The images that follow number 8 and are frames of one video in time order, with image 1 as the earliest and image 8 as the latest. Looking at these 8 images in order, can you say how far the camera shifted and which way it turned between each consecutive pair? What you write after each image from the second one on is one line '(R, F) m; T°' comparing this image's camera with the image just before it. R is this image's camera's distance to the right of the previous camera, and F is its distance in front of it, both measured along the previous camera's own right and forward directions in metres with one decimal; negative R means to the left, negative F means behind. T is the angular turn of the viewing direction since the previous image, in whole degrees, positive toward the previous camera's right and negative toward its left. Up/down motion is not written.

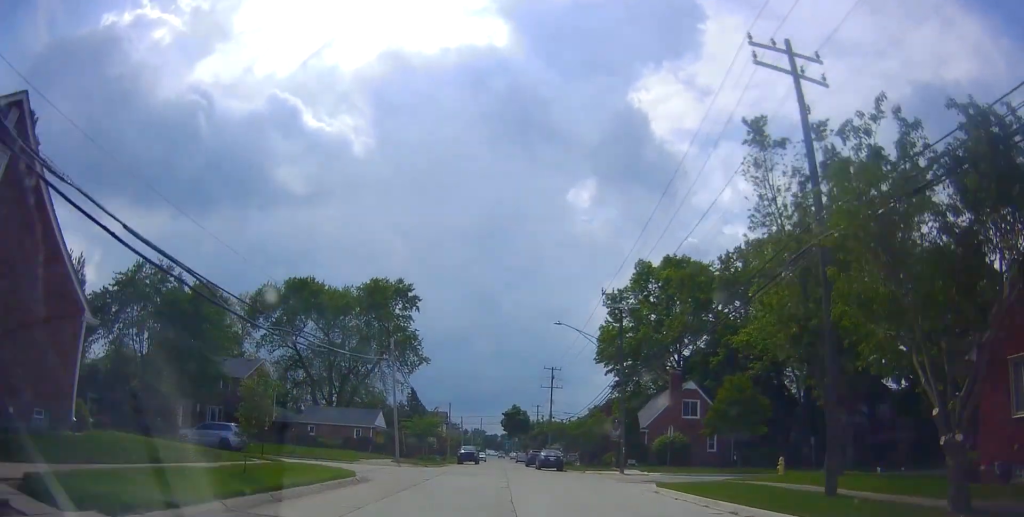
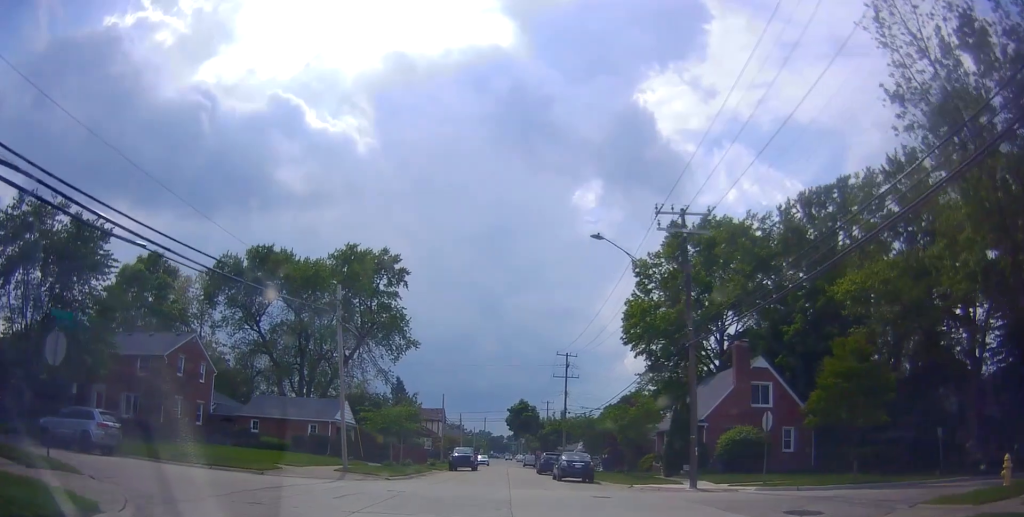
(0.0, +14.1) m; 0°
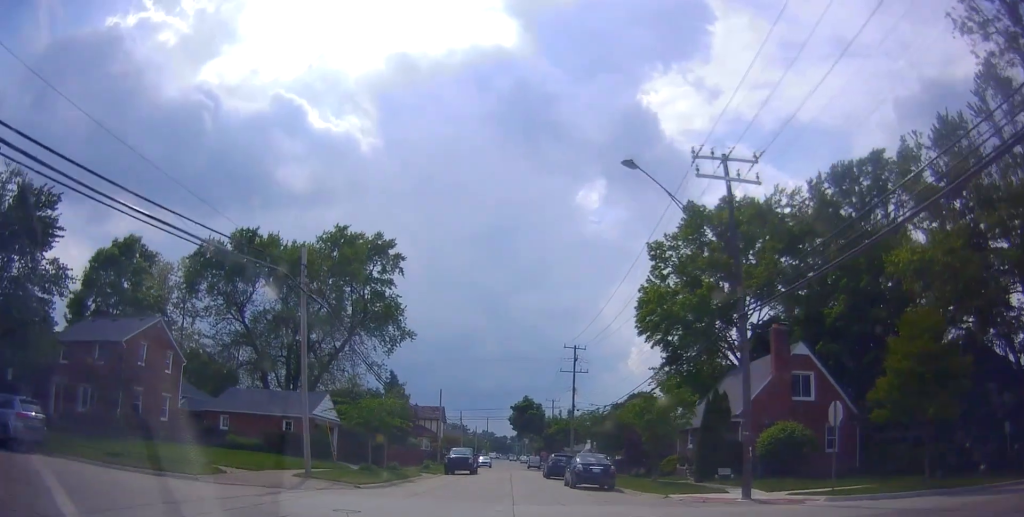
(0.0, +5.3) m; 0°
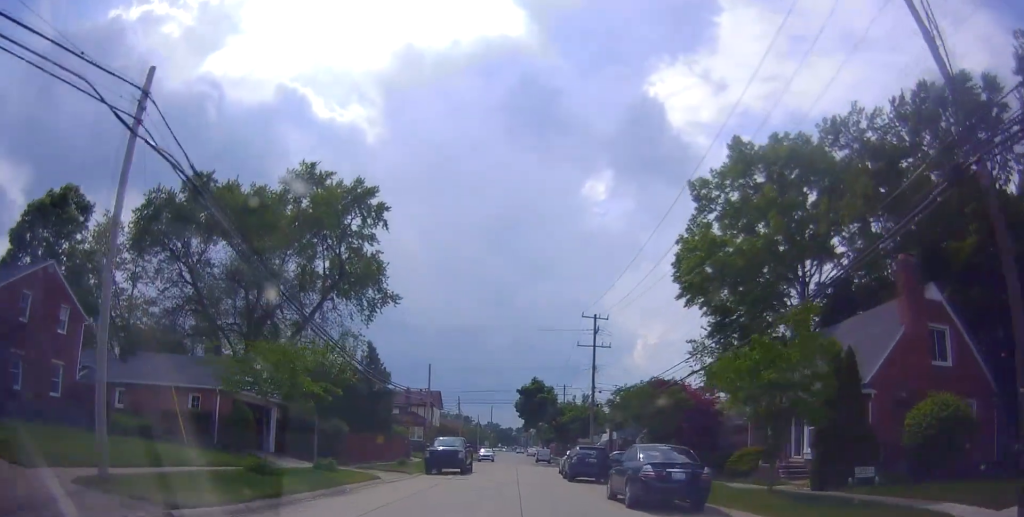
(0.0, +11.7) m; 0°
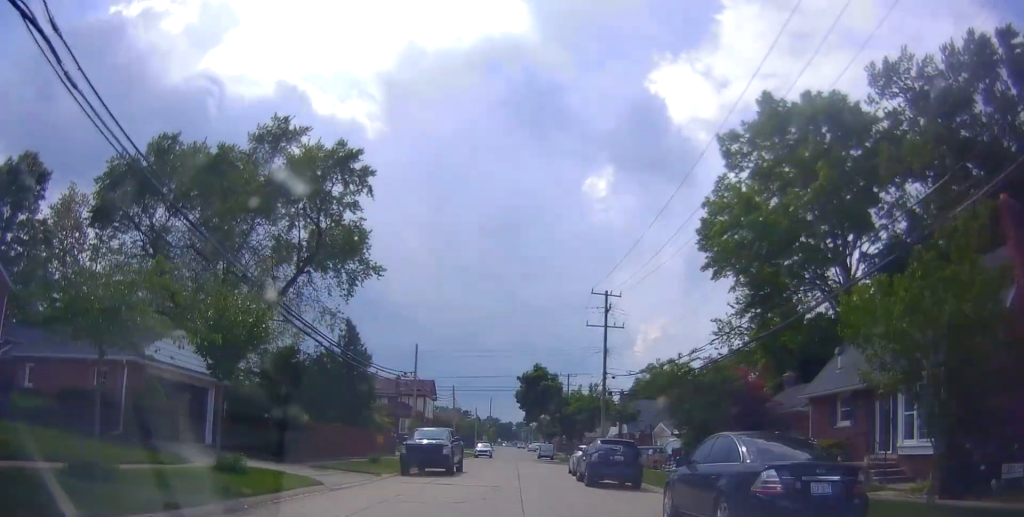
(0.0, +6.4) m; +2°
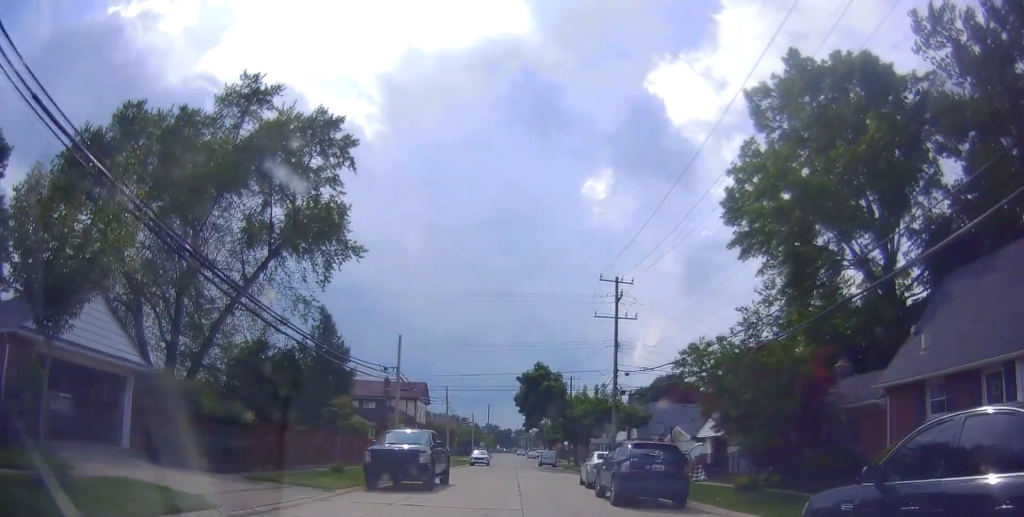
(0.0, +5.5) m; +1°
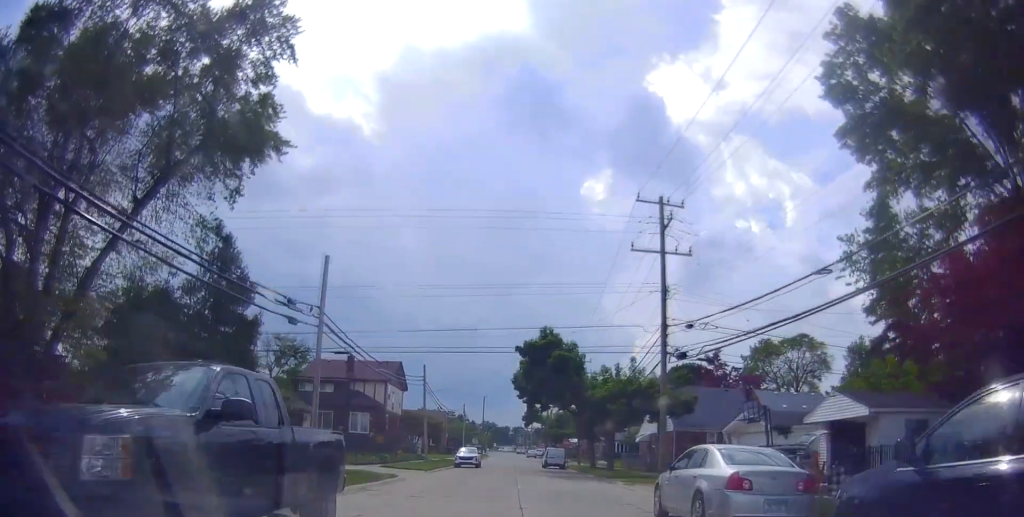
(+0.1, +13.5) m; -1°
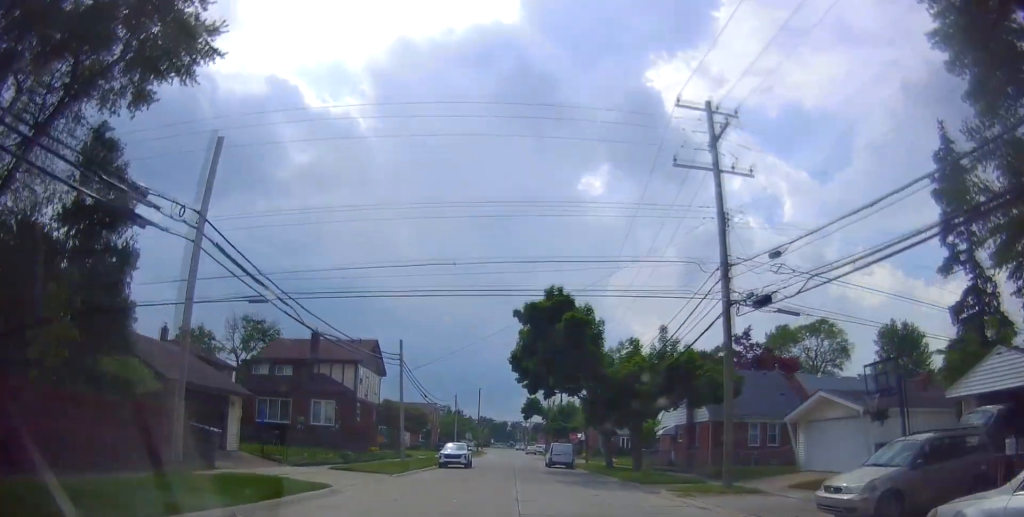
(-0.2, +8.4) m; -1°
